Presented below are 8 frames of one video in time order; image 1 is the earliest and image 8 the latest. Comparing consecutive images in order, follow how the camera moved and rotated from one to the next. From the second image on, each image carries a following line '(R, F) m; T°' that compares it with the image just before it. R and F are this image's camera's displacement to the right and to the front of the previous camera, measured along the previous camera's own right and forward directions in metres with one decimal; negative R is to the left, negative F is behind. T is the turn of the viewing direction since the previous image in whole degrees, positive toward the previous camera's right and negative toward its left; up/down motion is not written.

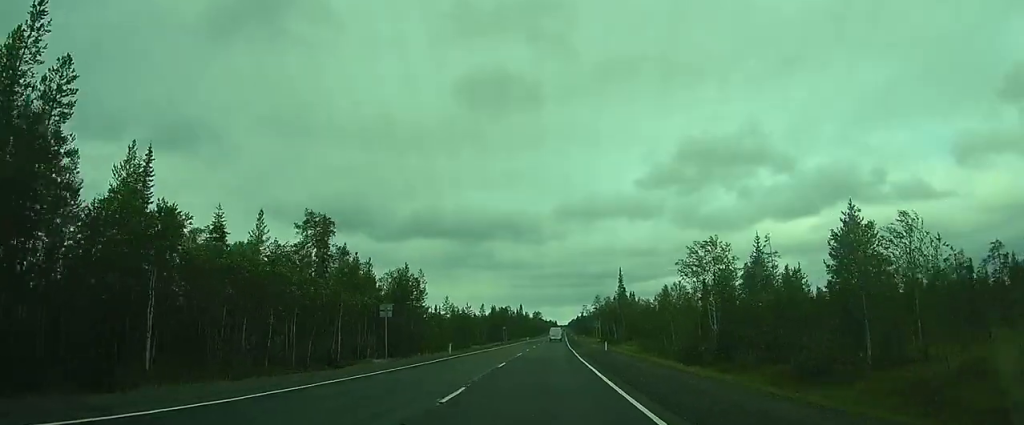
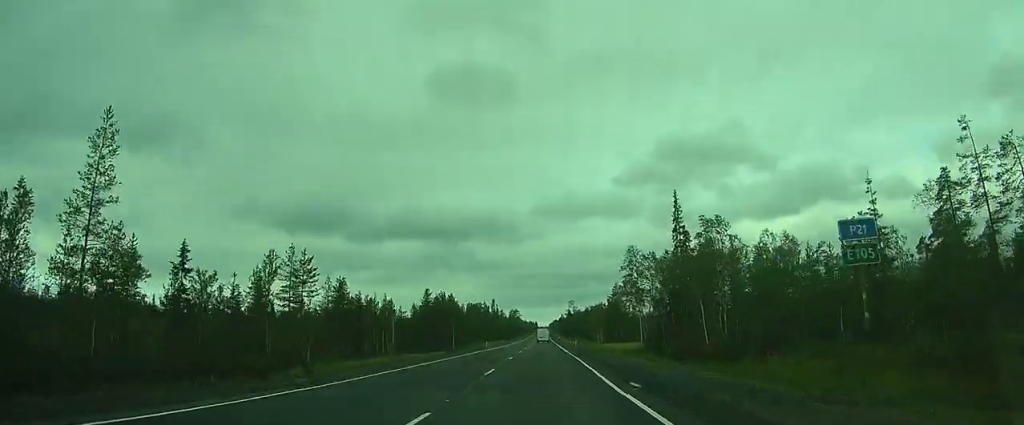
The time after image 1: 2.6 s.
(+1.7, +64.3) m; +1°
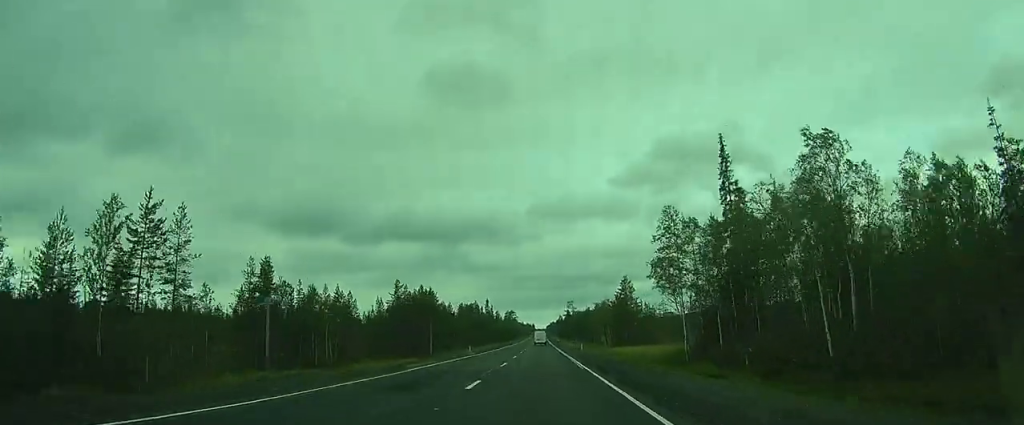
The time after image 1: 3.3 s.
(0.0, +16.4) m; -1°
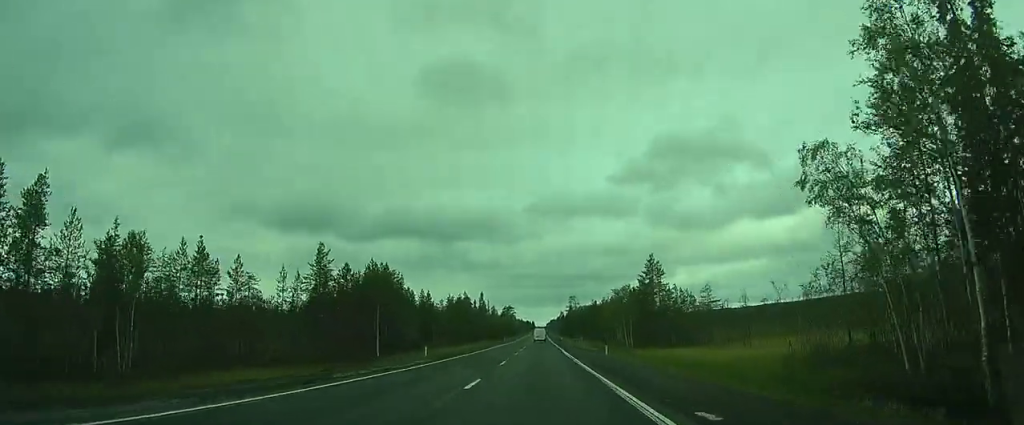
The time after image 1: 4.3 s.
(-0.3, +24.5) m; -2°
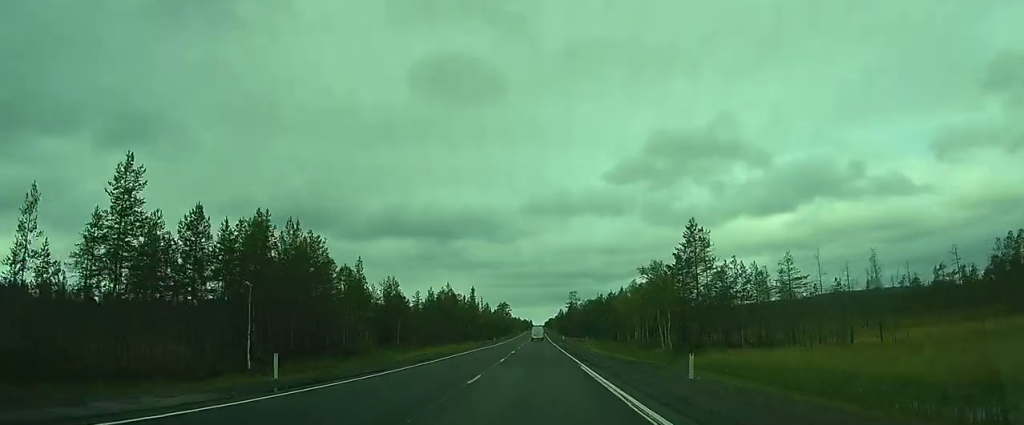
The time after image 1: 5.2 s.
(-0.4, +22.7) m; -2°
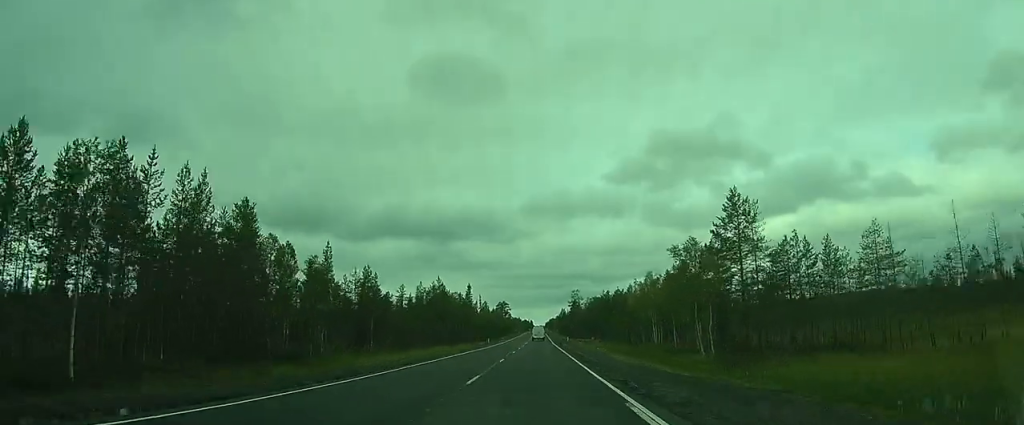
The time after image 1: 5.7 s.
(+0.1, +12.1) m; -1°
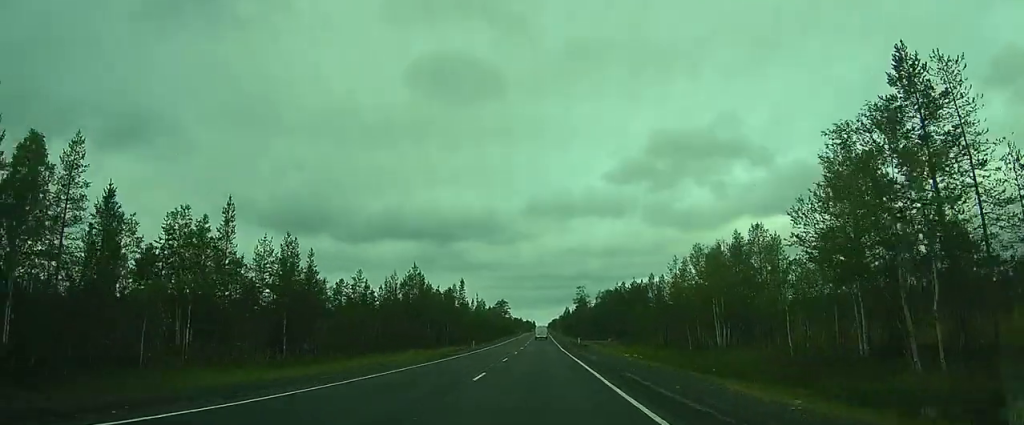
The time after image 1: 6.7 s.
(-0.6, +22.4) m; -1°
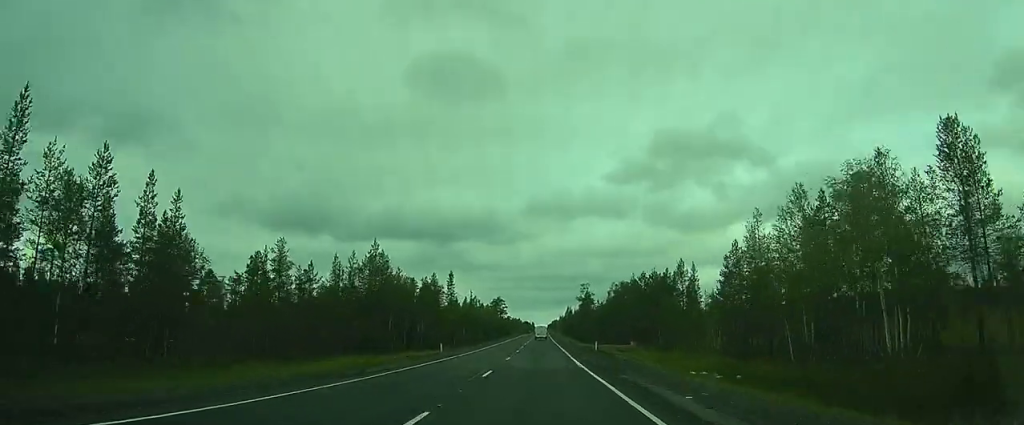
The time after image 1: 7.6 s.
(+0.2, +21.4) m; +1°
